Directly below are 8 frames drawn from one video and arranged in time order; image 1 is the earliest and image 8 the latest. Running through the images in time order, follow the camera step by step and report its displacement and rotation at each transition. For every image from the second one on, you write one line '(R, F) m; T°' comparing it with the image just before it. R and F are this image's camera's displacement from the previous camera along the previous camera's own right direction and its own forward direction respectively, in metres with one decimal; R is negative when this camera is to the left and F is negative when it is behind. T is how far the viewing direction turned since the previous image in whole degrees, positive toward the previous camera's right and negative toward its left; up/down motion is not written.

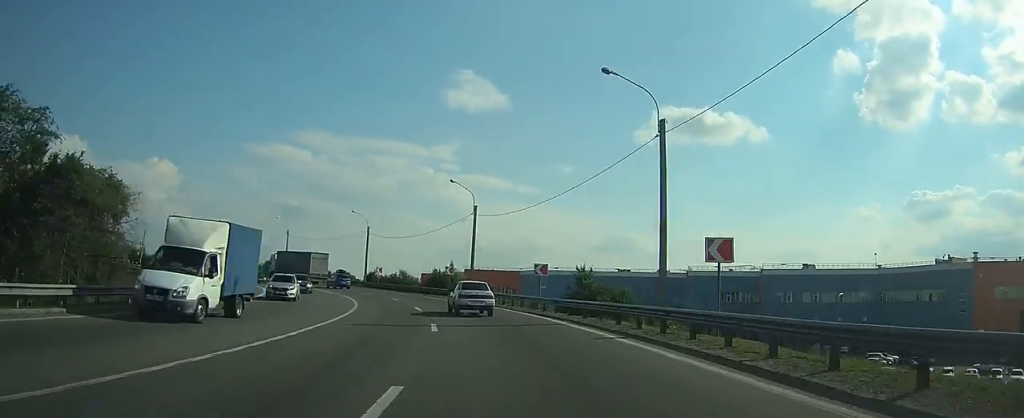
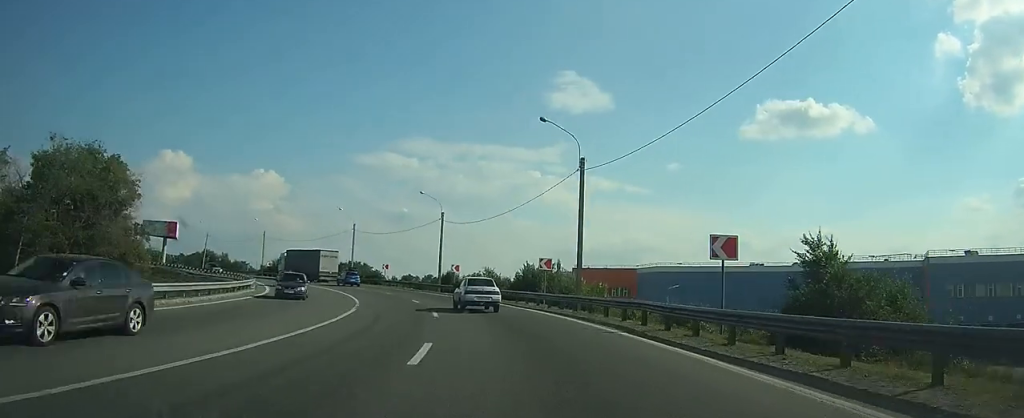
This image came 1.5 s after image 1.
(-1.6, +19.0) m; -10°
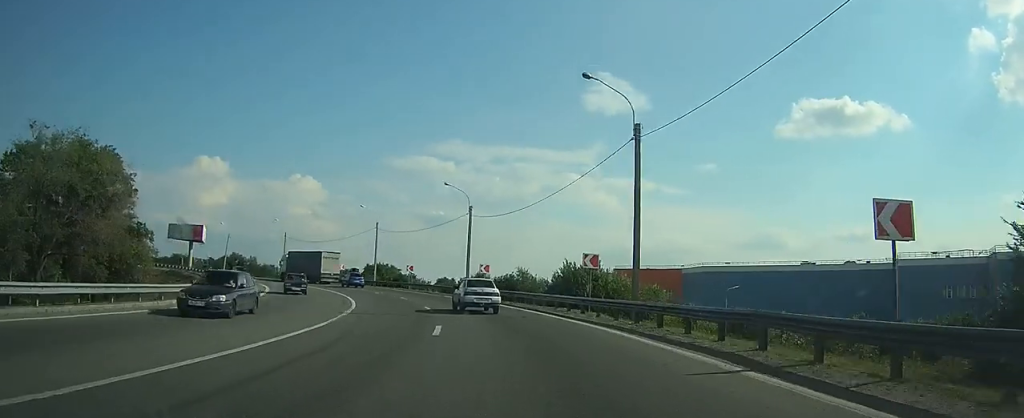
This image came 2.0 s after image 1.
(-0.4, +6.9) m; -4°
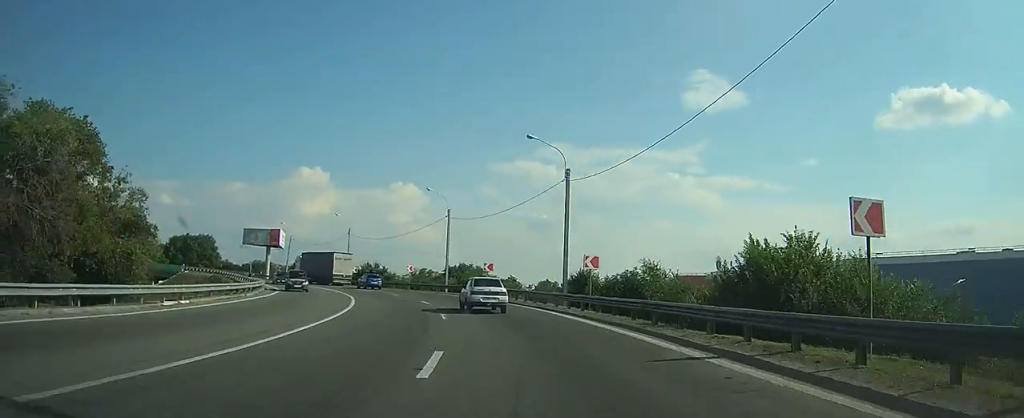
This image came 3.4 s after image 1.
(-1.6, +17.8) m; -10°
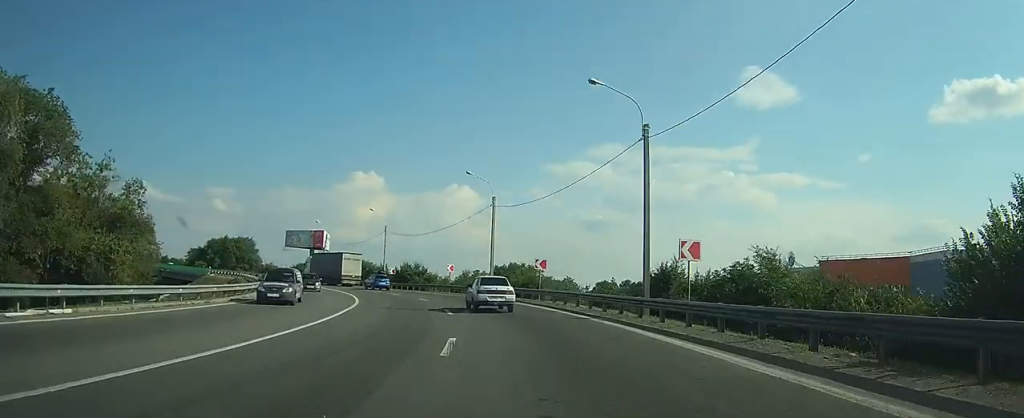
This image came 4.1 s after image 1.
(-0.5, +9.8) m; -5°
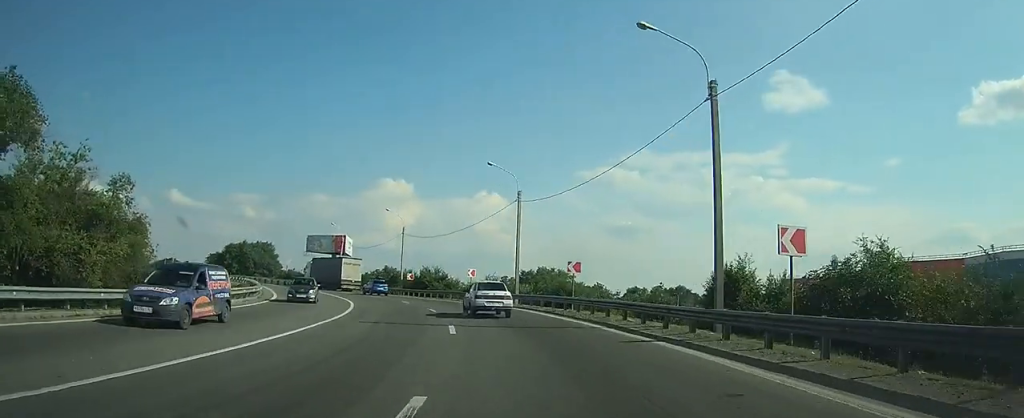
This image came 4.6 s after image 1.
(-0.1, +6.2) m; -3°
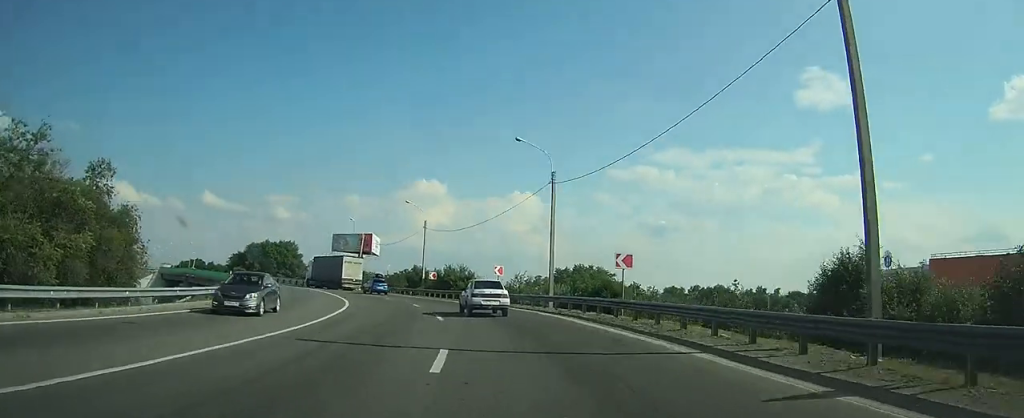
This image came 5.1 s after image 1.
(-0.3, +7.2) m; -4°
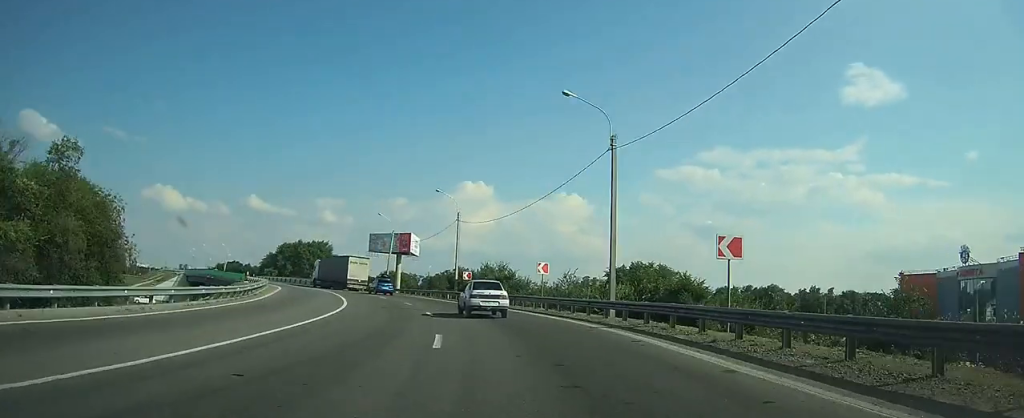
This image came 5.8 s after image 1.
(-0.3, +9.0) m; -5°
